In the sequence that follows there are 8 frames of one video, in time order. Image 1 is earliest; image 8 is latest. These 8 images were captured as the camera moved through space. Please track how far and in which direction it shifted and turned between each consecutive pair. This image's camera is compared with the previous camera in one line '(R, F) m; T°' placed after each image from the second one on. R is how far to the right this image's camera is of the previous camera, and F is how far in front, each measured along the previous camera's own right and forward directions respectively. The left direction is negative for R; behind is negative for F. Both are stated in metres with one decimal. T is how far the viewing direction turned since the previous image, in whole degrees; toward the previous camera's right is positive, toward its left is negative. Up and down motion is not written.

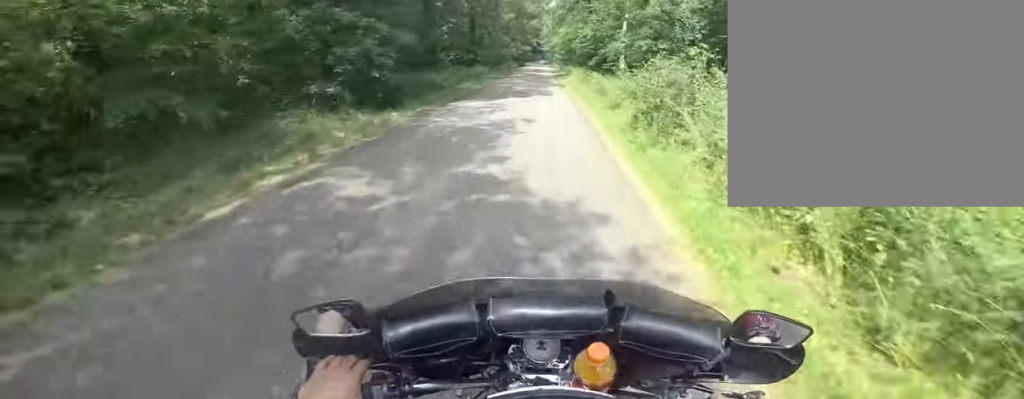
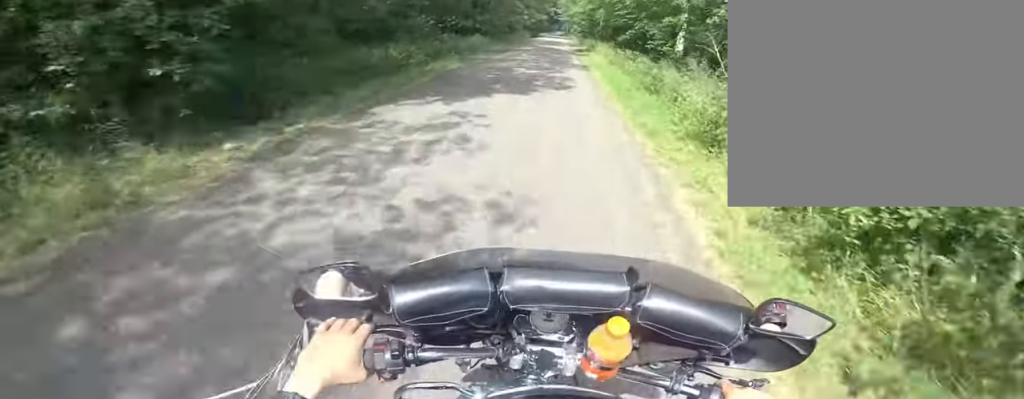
(0.0, +6.2) m; 0°
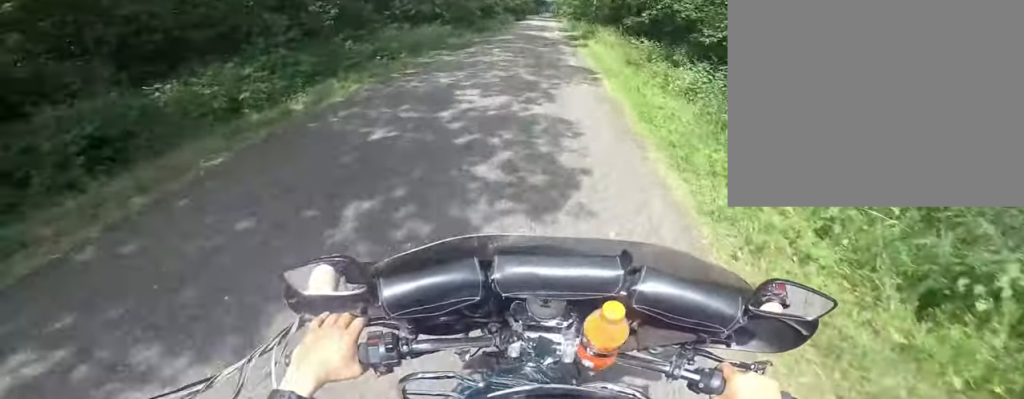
(0.0, +6.5) m; 0°
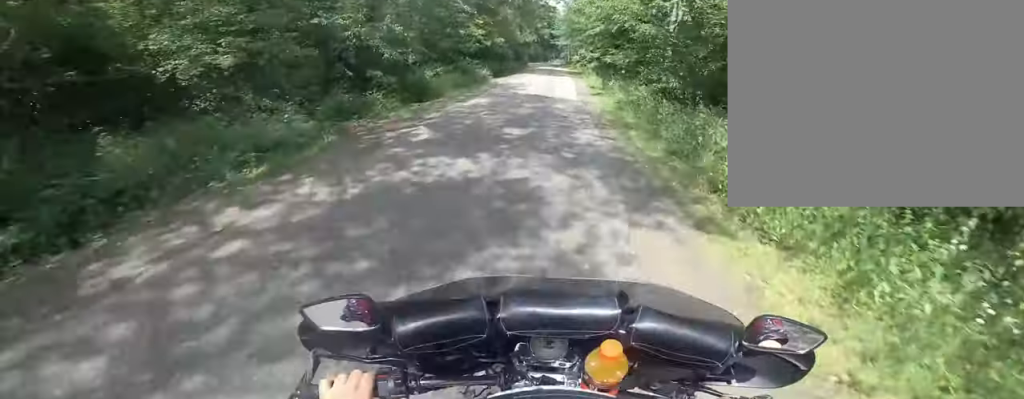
(-0.9, +27.1) m; -1°
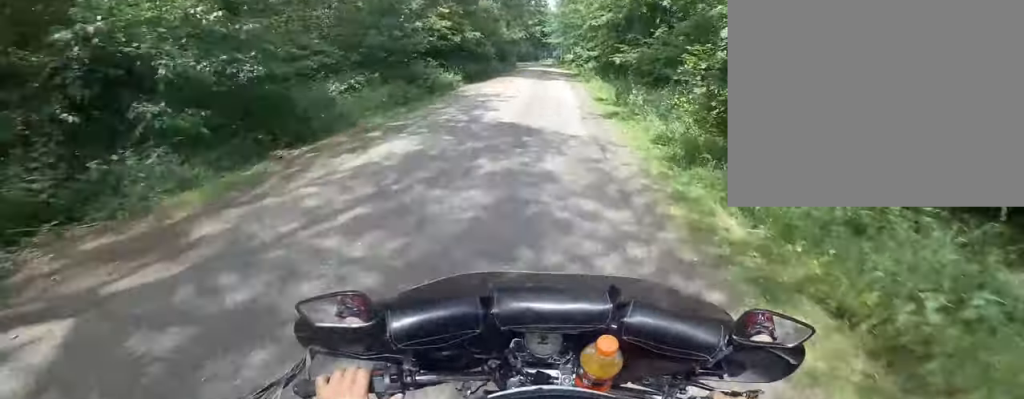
(+0.4, +6.2) m; -1°
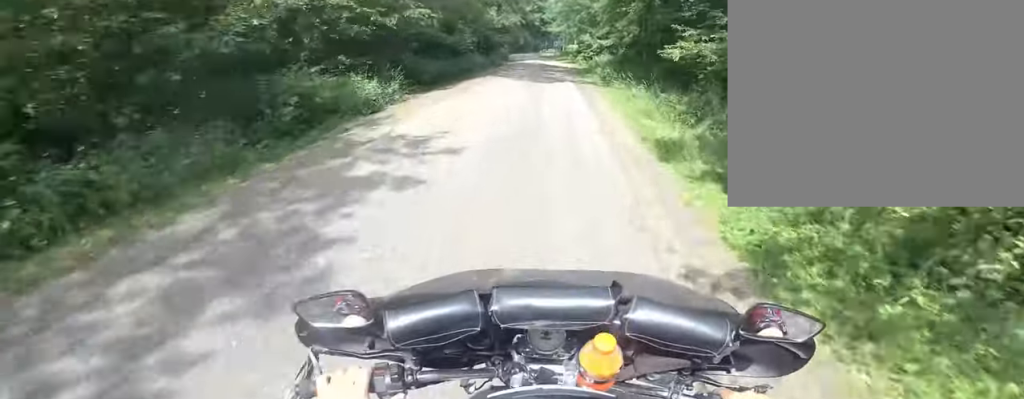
(-0.1, +8.1) m; 0°
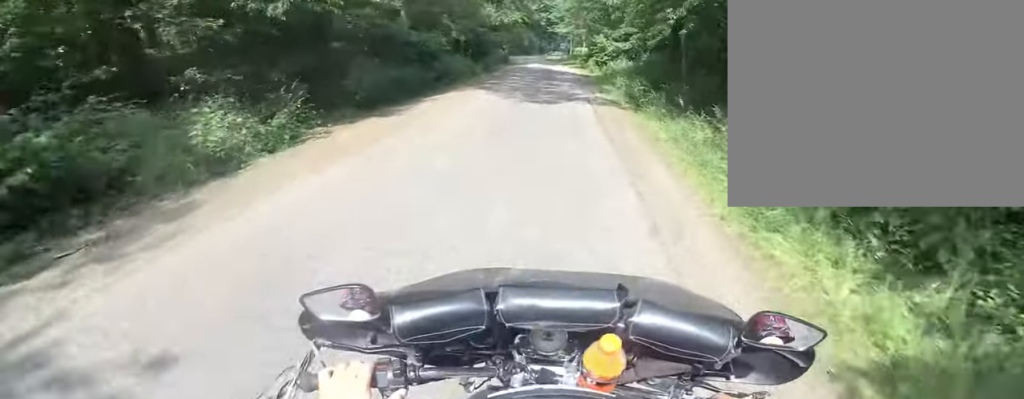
(-0.8, +5.4) m; +2°
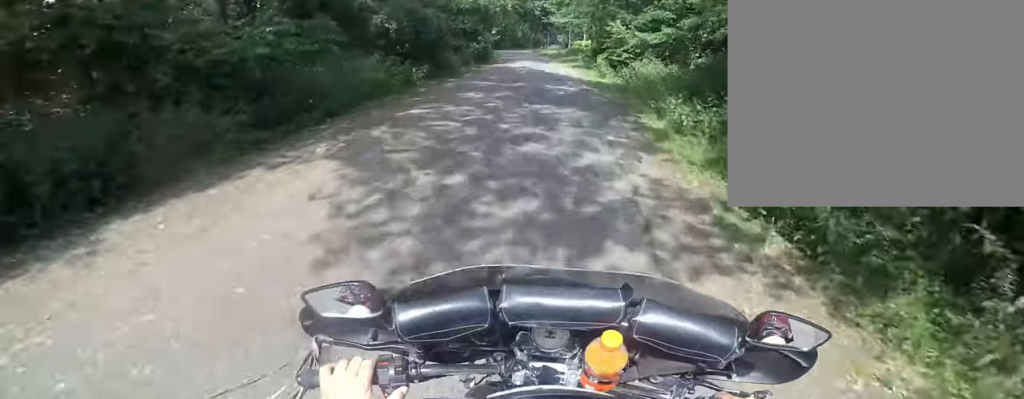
(+1.6, +9.2) m; 0°
